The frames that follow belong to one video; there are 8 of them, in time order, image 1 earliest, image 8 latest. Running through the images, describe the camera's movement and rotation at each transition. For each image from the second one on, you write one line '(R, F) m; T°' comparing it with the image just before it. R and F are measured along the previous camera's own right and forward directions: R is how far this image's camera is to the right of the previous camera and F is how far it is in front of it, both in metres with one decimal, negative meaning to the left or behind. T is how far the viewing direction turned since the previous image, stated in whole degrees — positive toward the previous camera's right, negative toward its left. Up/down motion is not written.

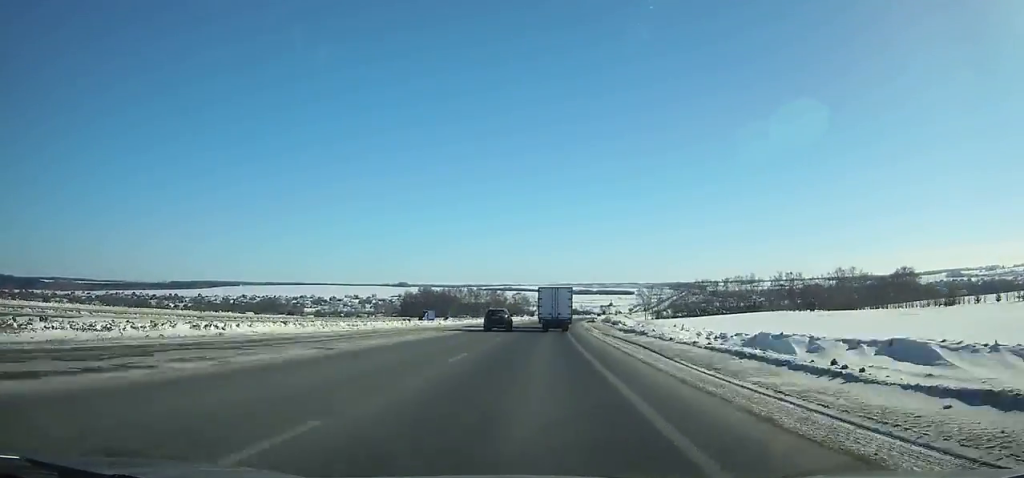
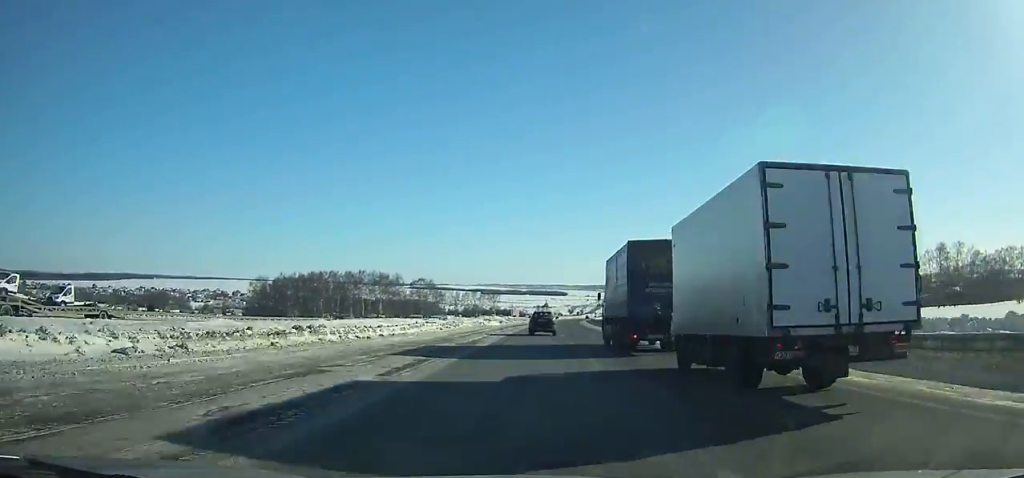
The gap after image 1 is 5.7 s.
(+7.1, +134.2) m; +7°
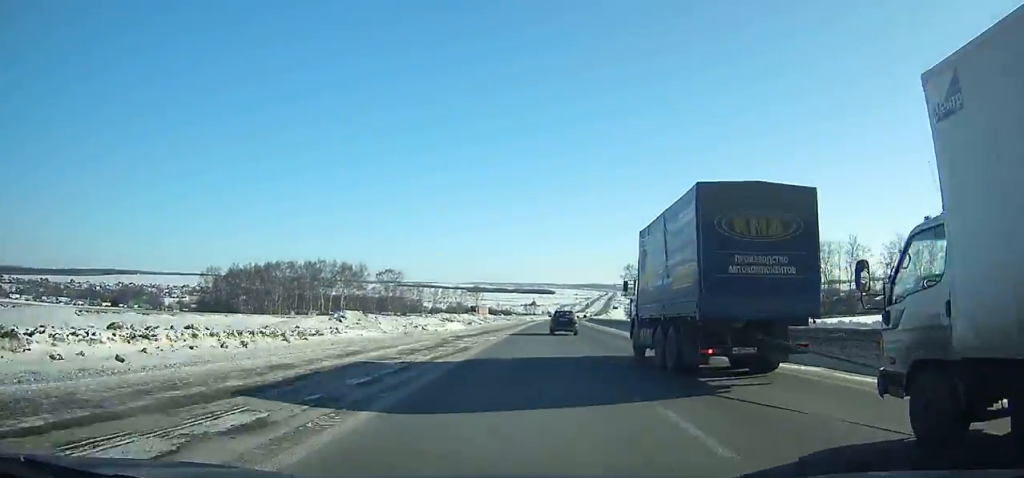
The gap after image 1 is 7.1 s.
(+0.4, +33.7) m; +2°
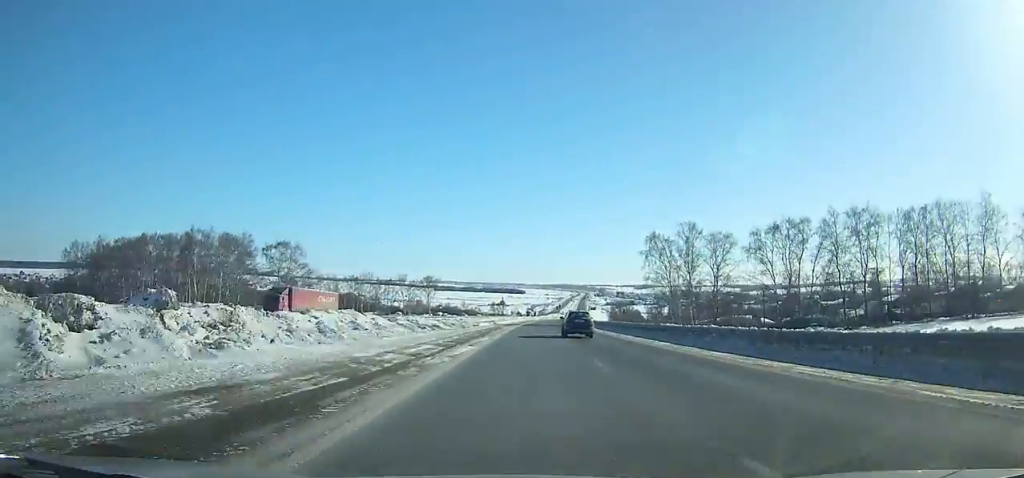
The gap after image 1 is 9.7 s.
(+1.4, +63.5) m; +3°
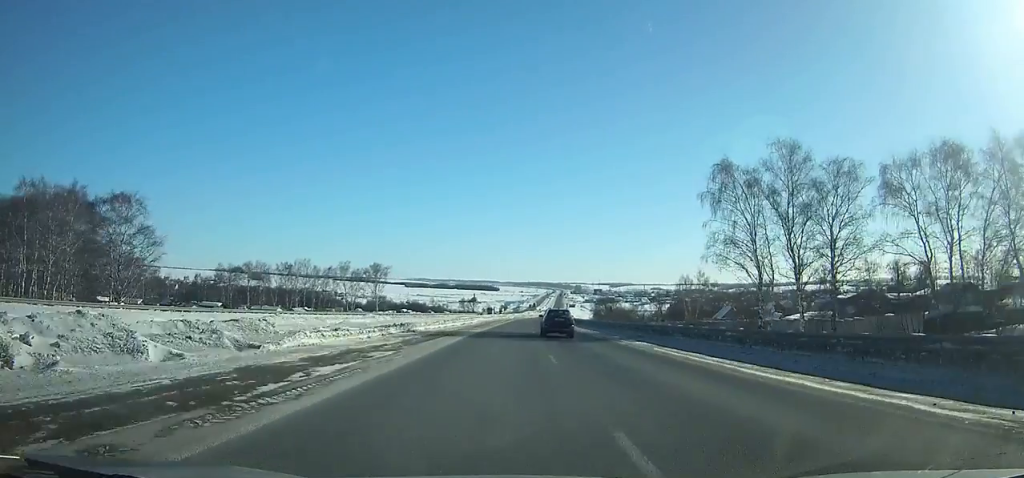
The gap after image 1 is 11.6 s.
(+1.6, +47.0) m; +2°
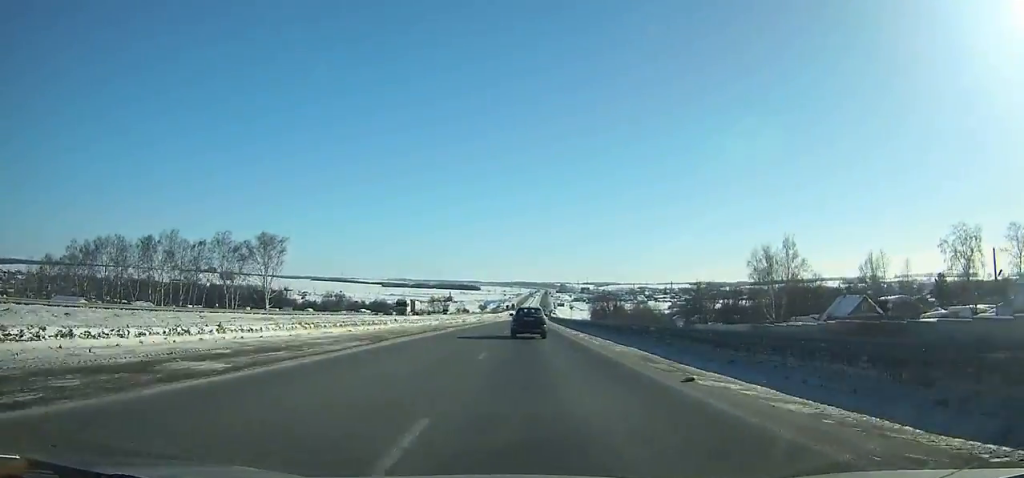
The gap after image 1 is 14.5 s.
(+1.6, +71.8) m; +2°
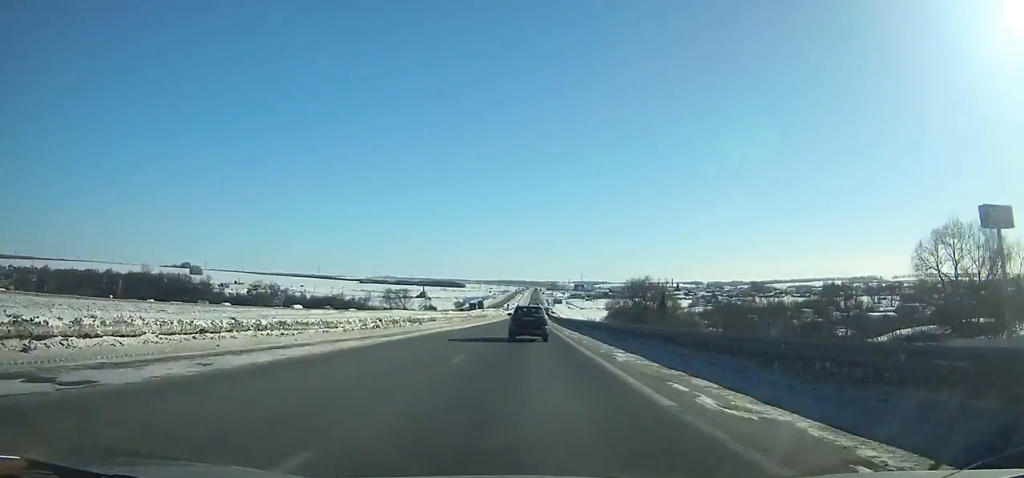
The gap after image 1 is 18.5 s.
(+1.0, +98.7) m; +1°
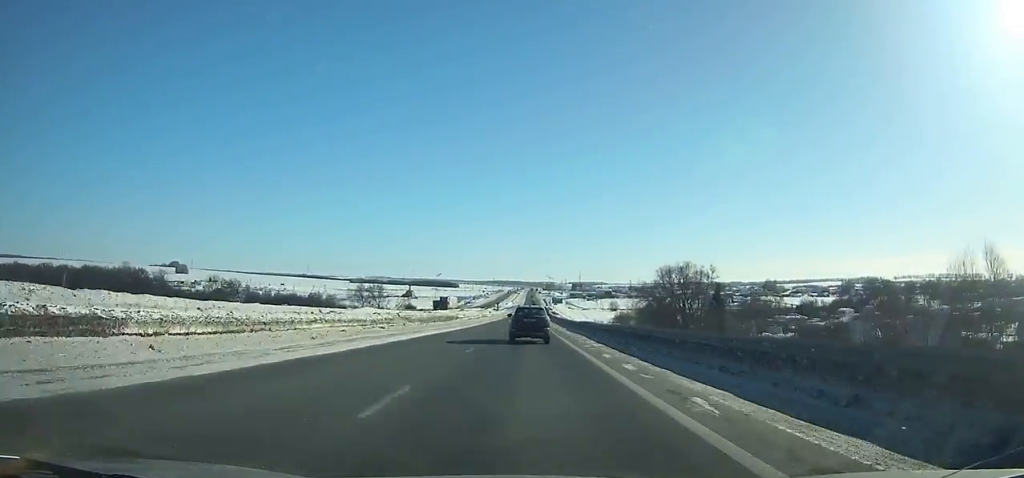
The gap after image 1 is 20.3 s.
(+0.3, +43.7) m; 0°
